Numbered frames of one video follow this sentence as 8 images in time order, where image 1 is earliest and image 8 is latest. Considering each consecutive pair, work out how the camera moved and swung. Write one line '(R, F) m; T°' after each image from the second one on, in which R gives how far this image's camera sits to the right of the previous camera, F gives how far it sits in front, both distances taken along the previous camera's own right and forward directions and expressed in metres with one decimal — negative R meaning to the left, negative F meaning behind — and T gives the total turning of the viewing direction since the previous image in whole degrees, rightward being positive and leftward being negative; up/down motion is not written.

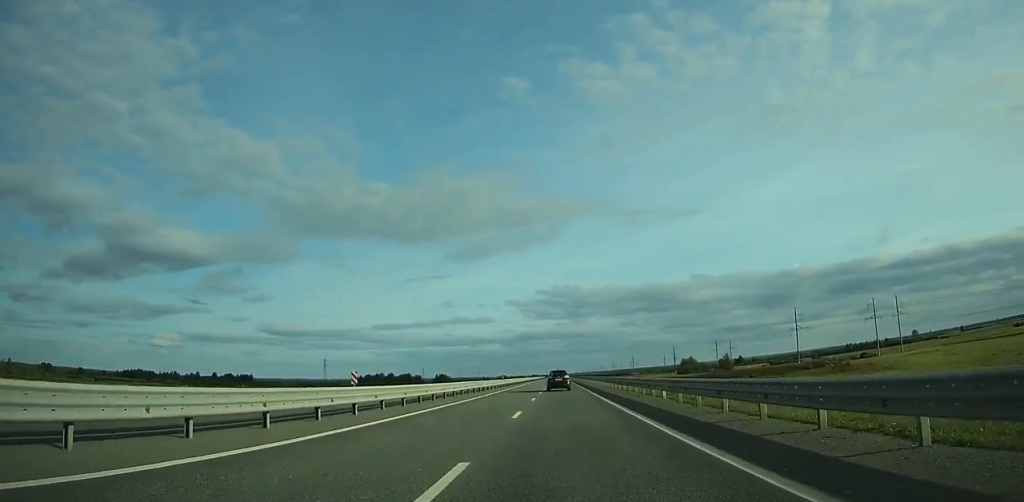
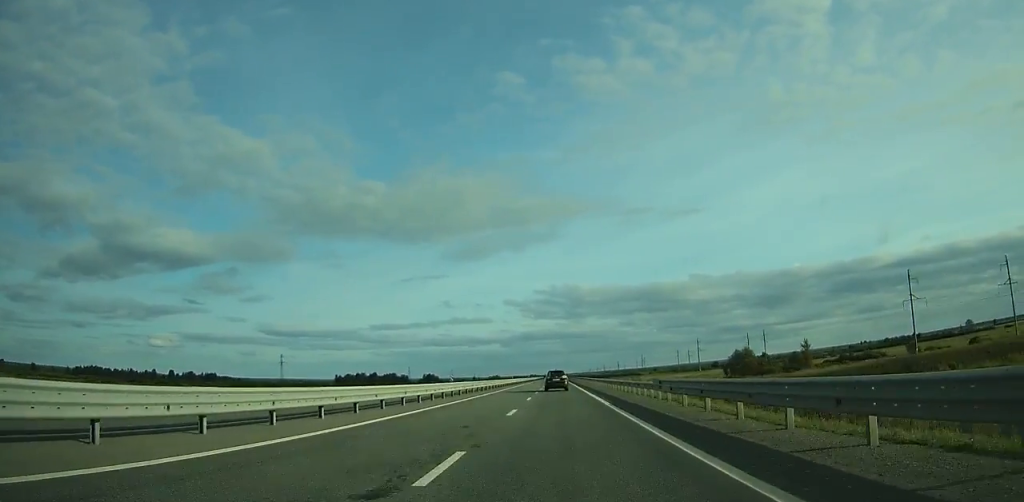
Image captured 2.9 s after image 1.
(+0.1, +82.8) m; 0°
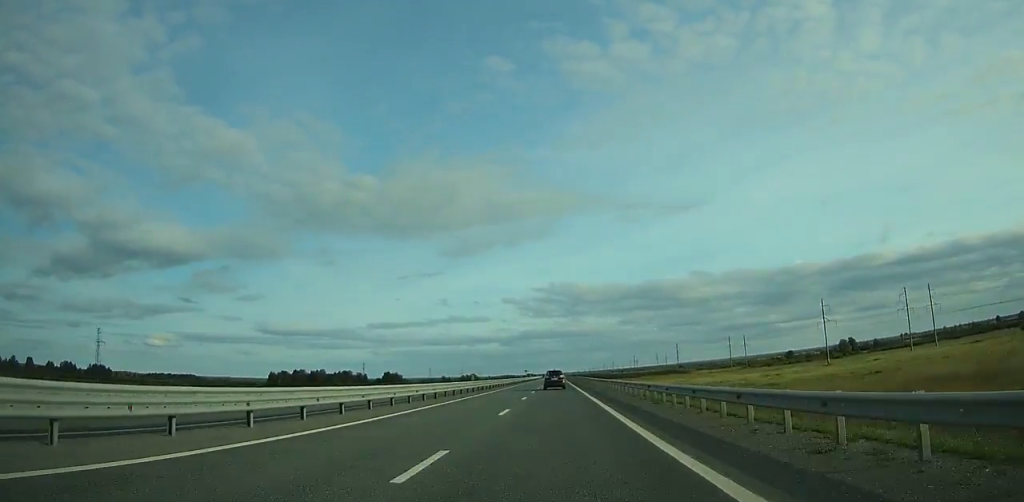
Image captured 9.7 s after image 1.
(-0.1, +194.0) m; 0°
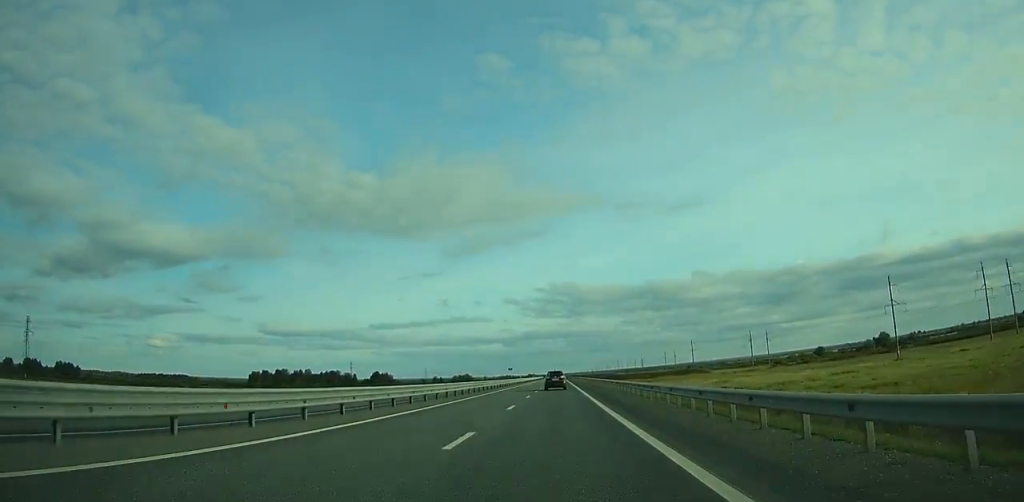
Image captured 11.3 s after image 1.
(0.0, +46.0) m; 0°
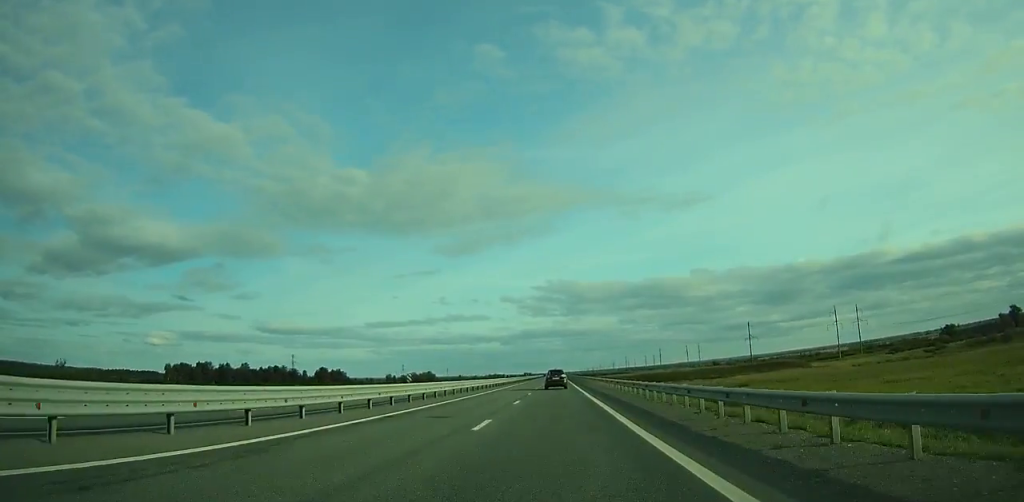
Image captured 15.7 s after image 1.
(-0.2, +127.5) m; 0°
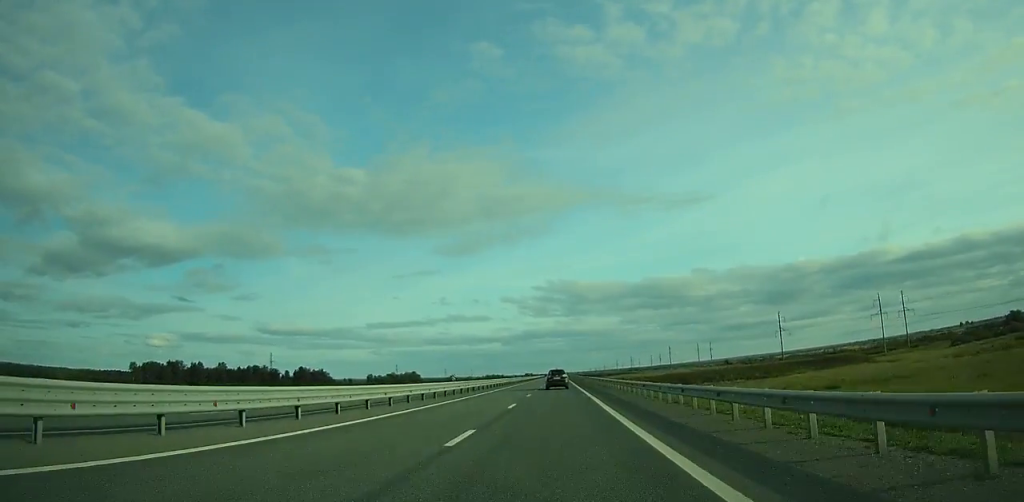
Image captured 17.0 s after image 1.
(0.0, +37.7) m; 0°
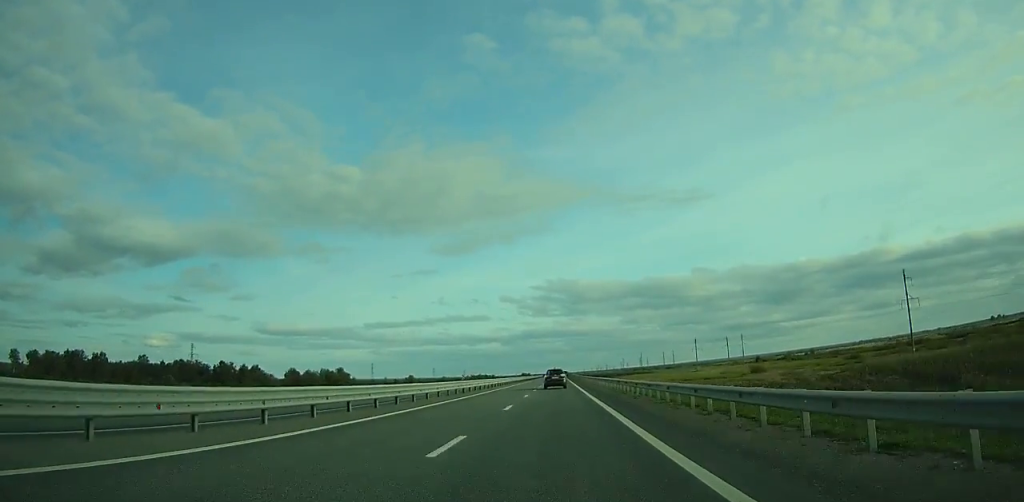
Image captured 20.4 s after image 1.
(0.0, +98.6) m; 0°
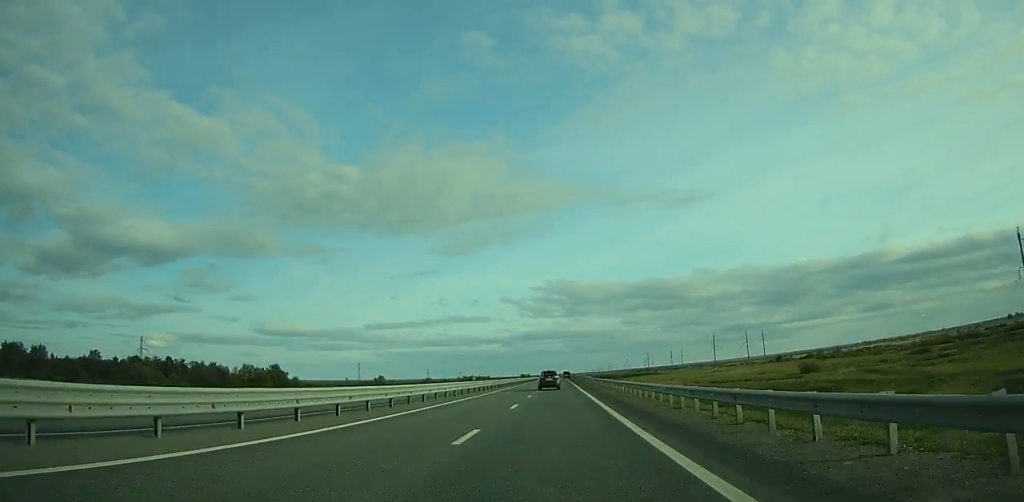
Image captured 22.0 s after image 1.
(0.0, +46.2) m; 0°
